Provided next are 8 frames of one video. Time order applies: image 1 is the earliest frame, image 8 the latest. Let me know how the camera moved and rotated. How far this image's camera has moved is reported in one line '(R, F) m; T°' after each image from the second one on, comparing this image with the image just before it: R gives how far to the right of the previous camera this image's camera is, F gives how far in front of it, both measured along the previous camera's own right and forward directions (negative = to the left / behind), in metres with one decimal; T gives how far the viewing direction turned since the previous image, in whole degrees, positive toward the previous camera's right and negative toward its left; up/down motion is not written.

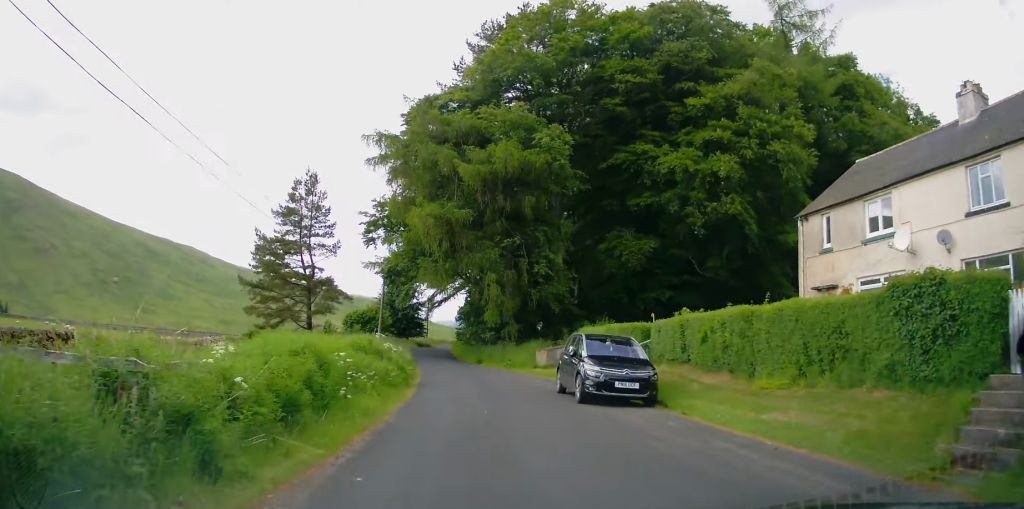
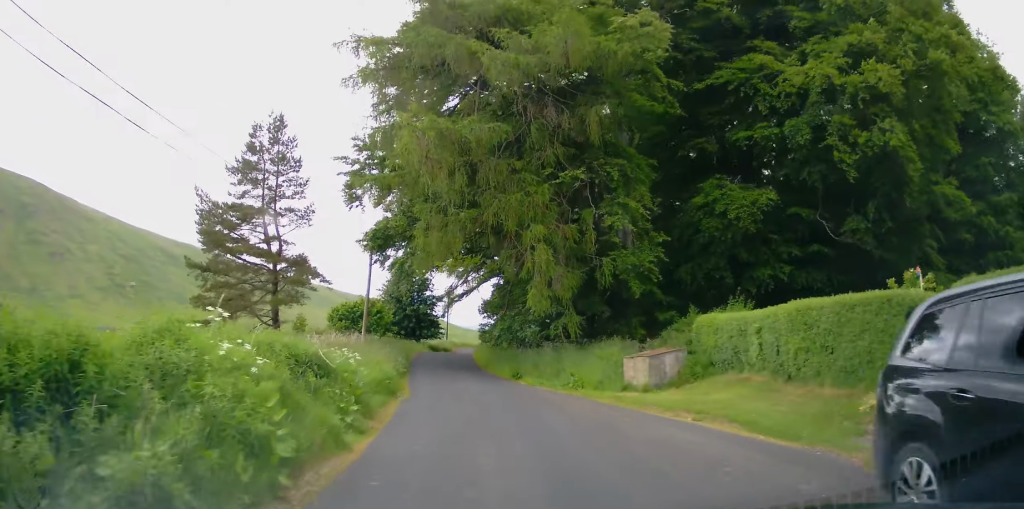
(-0.5, +13.5) m; -2°
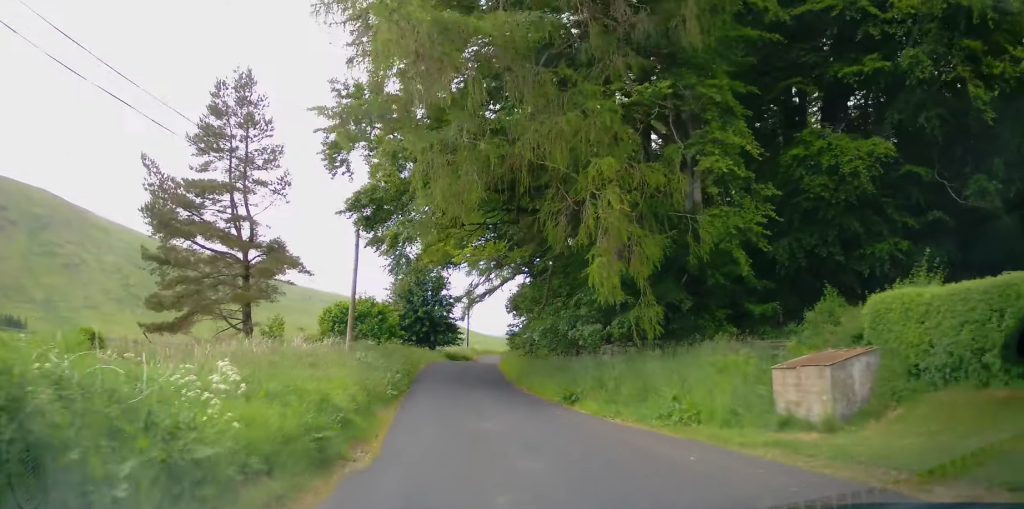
(-0.1, +7.7) m; +1°
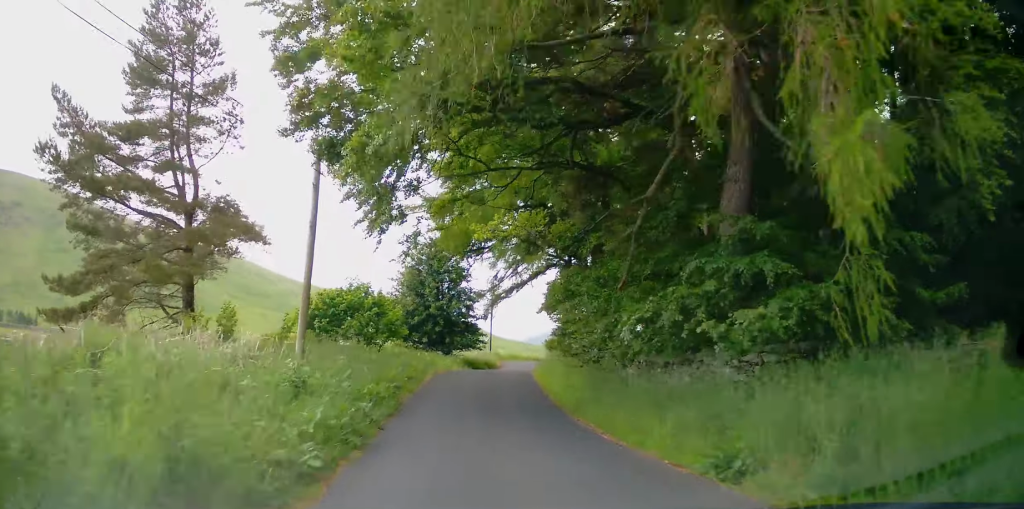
(+0.2, +8.1) m; 0°
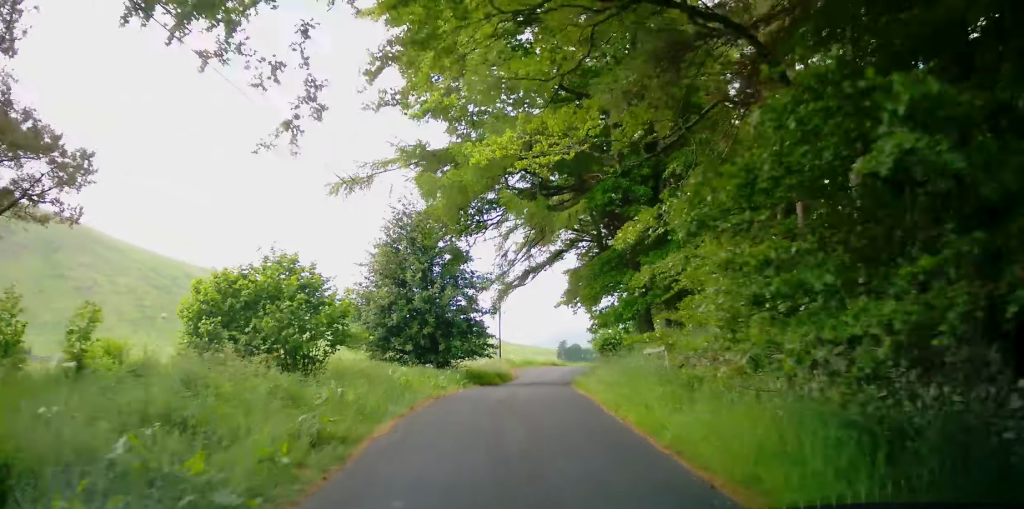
(0.0, +11.2) m; -1°
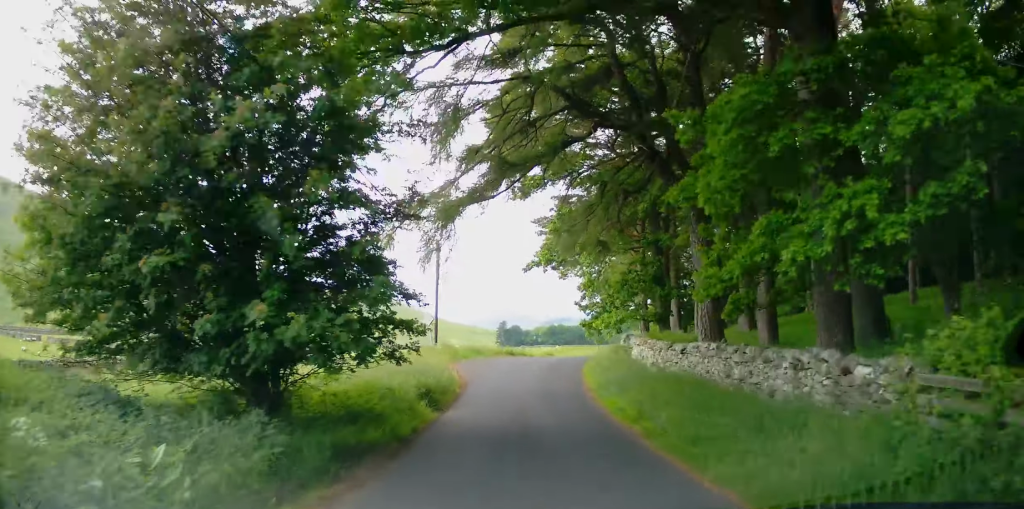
(0.0, +17.7) m; +2°
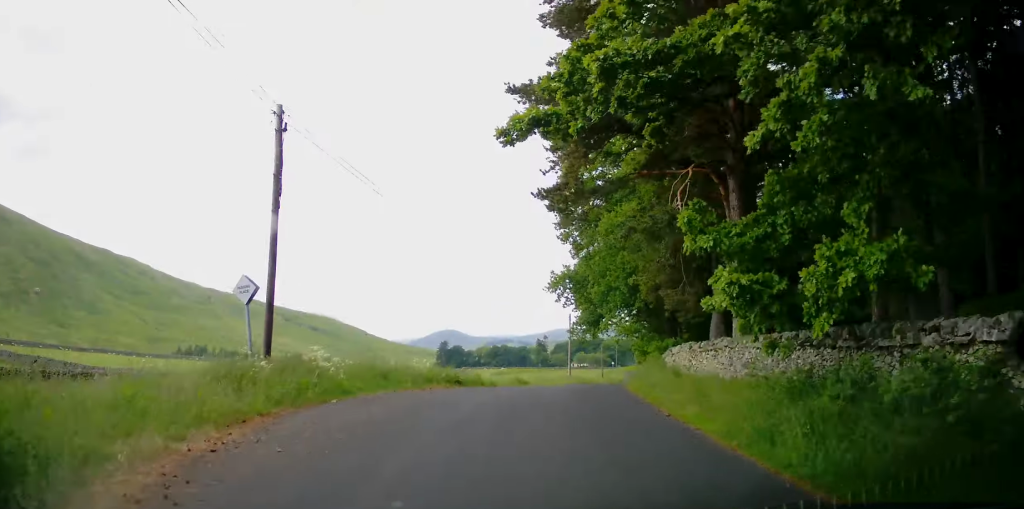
(+1.0, +21.1) m; +6°
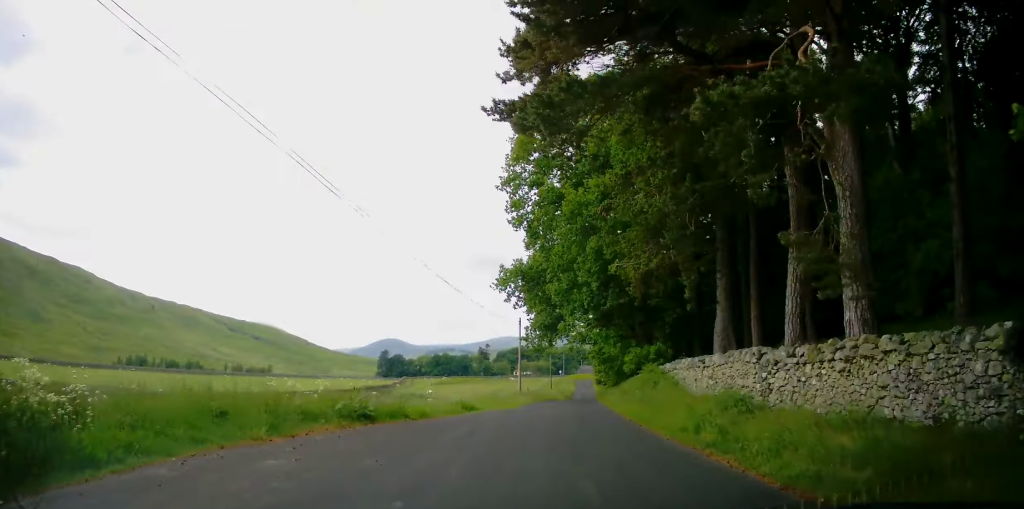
(+0.1, +8.6) m; +5°
